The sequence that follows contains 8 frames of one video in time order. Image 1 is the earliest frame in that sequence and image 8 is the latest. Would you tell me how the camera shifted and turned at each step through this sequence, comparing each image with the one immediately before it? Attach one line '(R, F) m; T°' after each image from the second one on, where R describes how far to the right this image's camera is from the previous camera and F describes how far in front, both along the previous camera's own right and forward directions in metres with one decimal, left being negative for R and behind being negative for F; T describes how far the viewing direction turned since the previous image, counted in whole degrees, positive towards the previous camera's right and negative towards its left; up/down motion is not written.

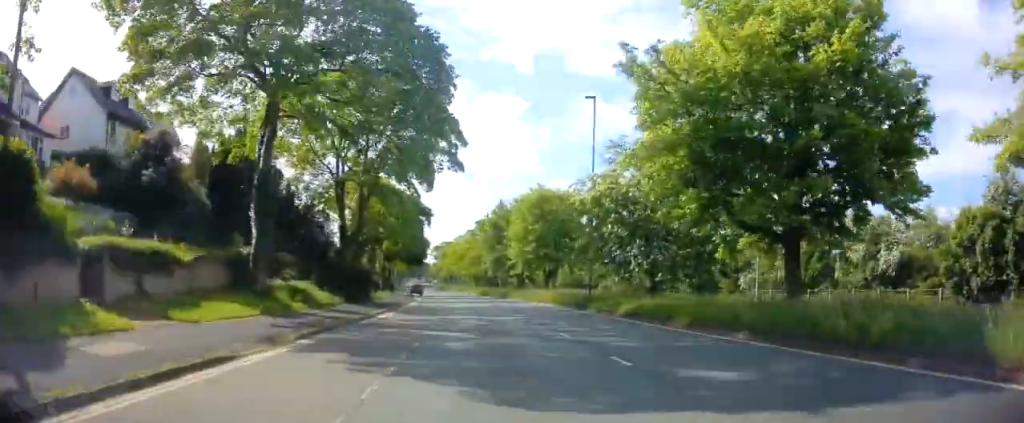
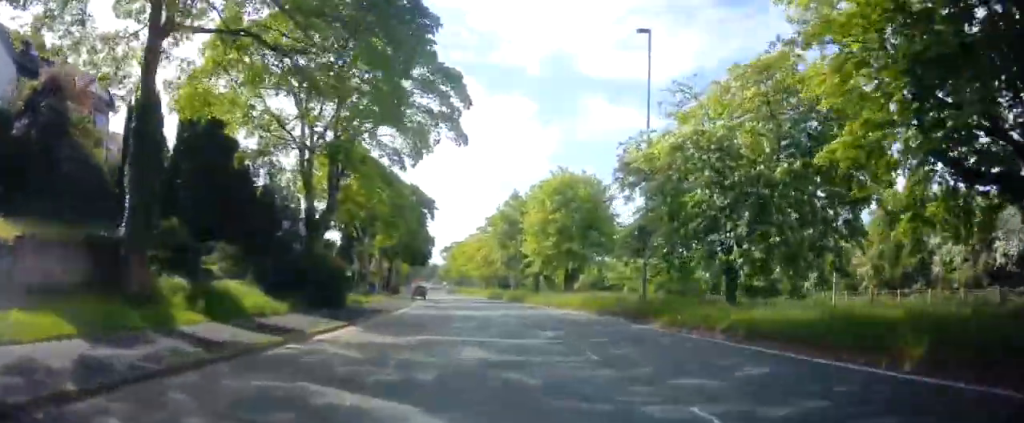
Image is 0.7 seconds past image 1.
(-0.1, +10.0) m; -1°
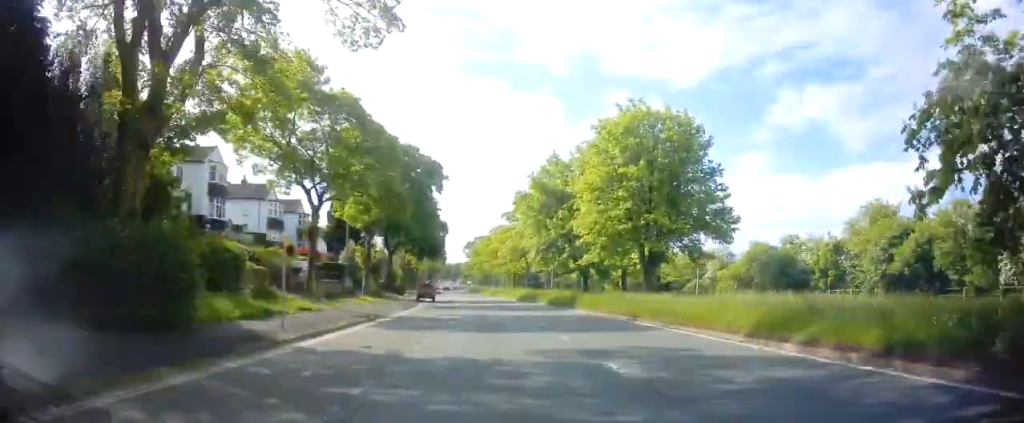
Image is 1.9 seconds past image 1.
(-0.2, +18.7) m; -2°
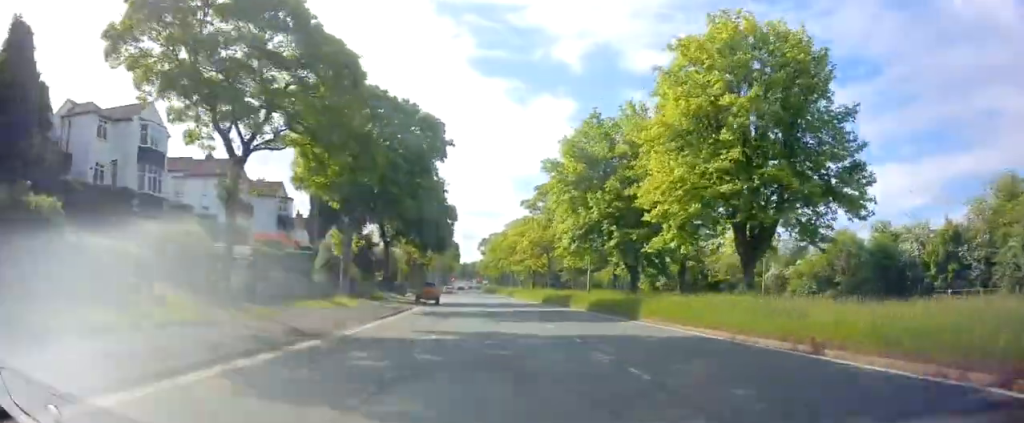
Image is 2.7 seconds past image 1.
(-0.2, +11.9) m; -2°
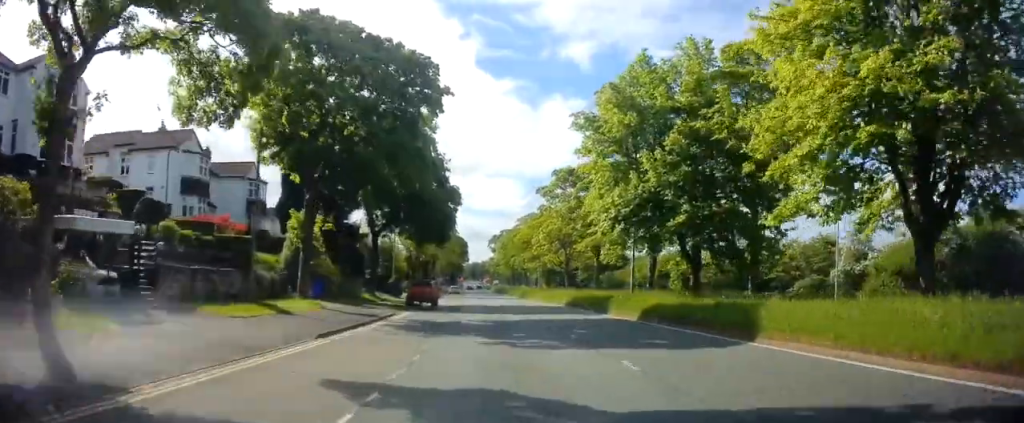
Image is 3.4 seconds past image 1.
(0.0, +10.0) m; -2°
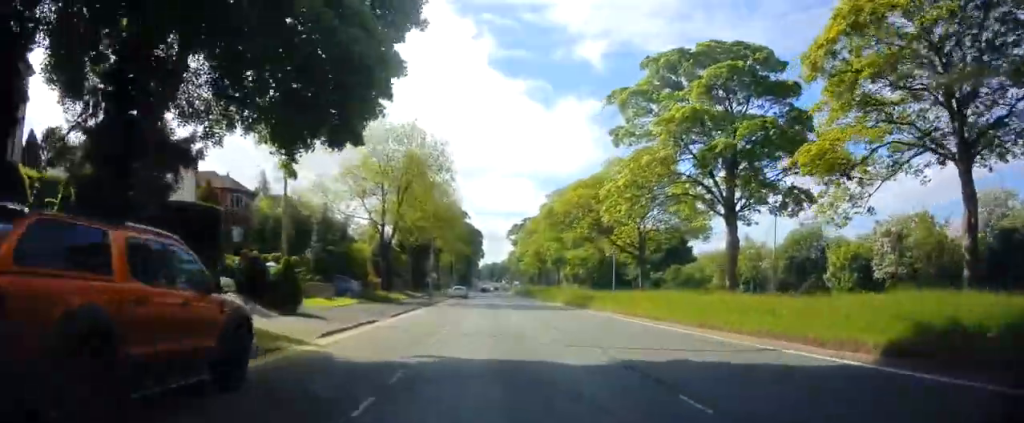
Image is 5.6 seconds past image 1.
(-1.0, +32.8) m; -2°
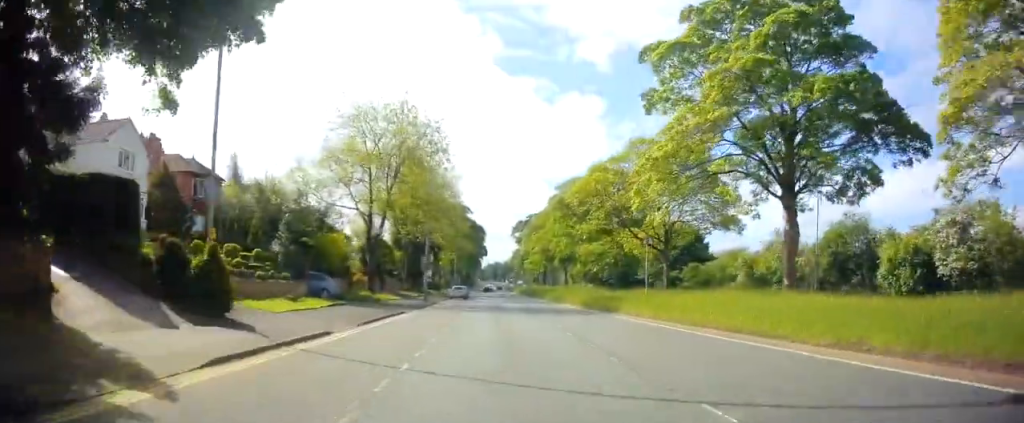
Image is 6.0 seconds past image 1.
(0.0, +6.6) m; -1°
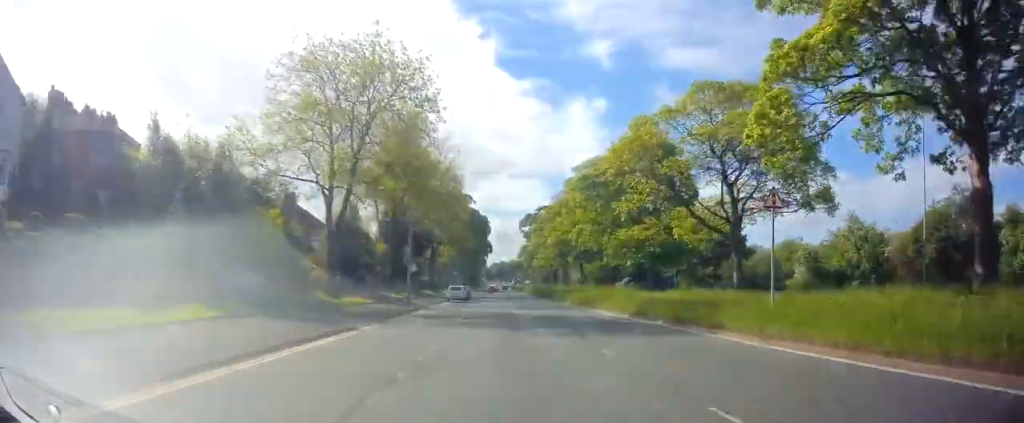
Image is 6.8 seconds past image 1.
(-0.1, +12.3) m; -1°
